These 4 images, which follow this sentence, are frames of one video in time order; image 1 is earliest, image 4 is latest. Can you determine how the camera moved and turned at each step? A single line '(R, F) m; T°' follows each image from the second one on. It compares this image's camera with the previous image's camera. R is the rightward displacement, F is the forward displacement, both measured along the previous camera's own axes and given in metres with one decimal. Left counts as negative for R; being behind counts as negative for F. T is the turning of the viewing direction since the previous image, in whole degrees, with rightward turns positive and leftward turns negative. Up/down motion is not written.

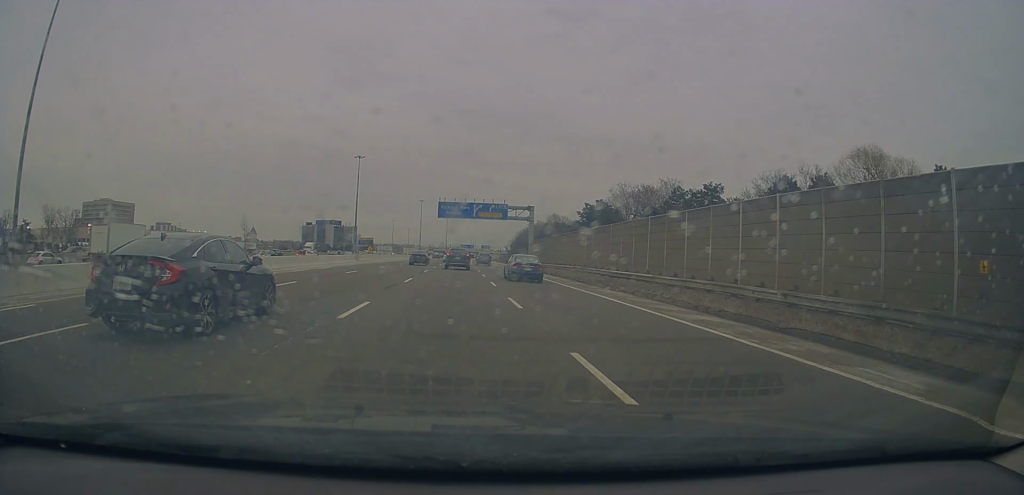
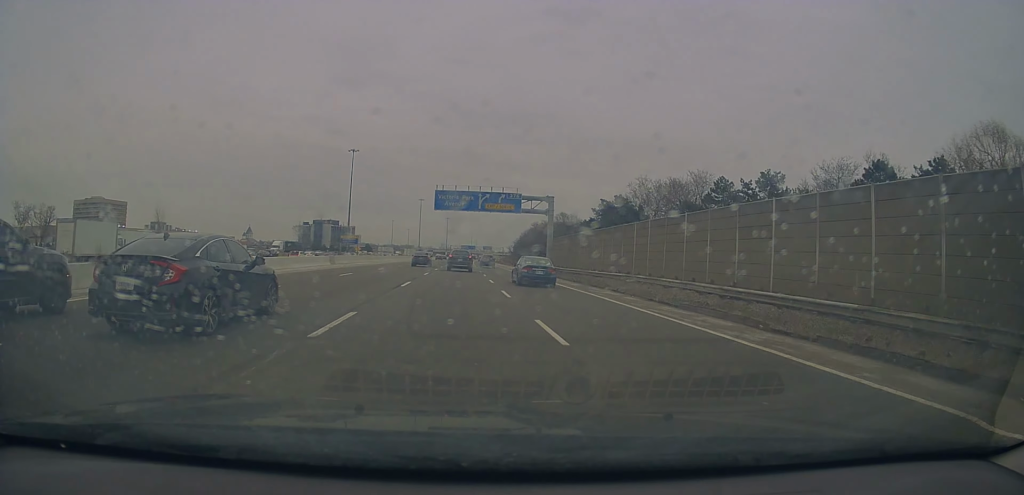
(0.0, +14.1) m; 0°
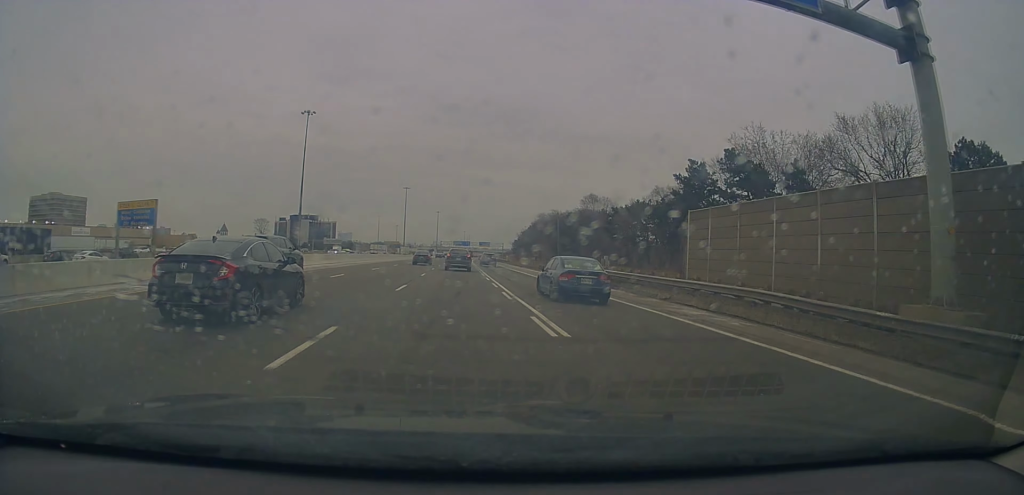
(+0.1, +51.9) m; 0°
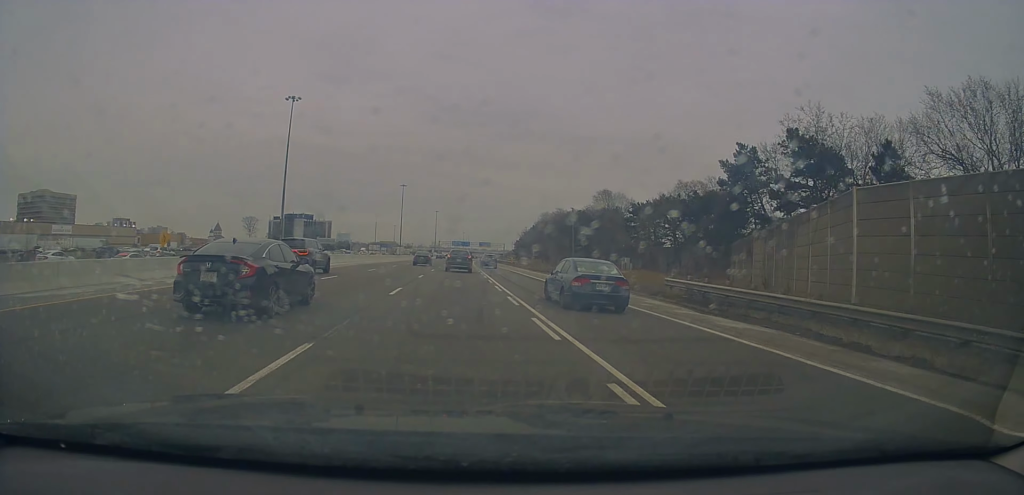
(0.0, +14.4) m; 0°
